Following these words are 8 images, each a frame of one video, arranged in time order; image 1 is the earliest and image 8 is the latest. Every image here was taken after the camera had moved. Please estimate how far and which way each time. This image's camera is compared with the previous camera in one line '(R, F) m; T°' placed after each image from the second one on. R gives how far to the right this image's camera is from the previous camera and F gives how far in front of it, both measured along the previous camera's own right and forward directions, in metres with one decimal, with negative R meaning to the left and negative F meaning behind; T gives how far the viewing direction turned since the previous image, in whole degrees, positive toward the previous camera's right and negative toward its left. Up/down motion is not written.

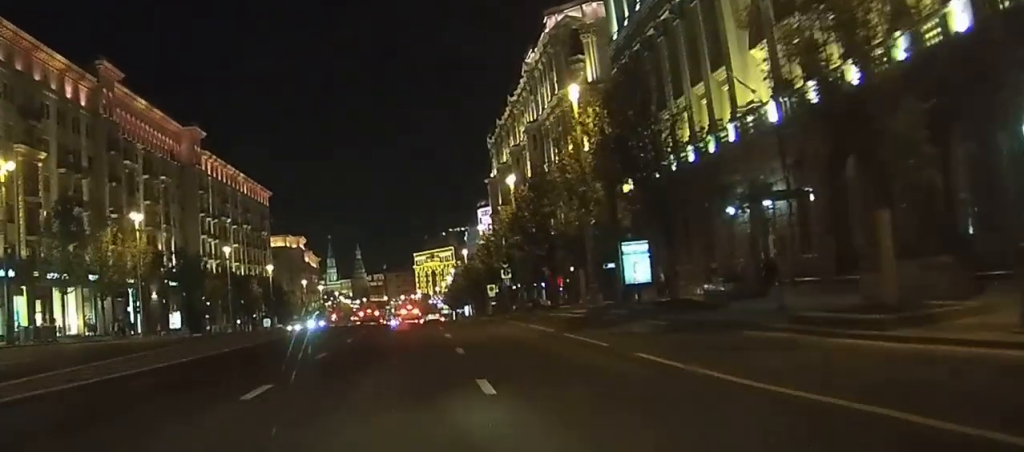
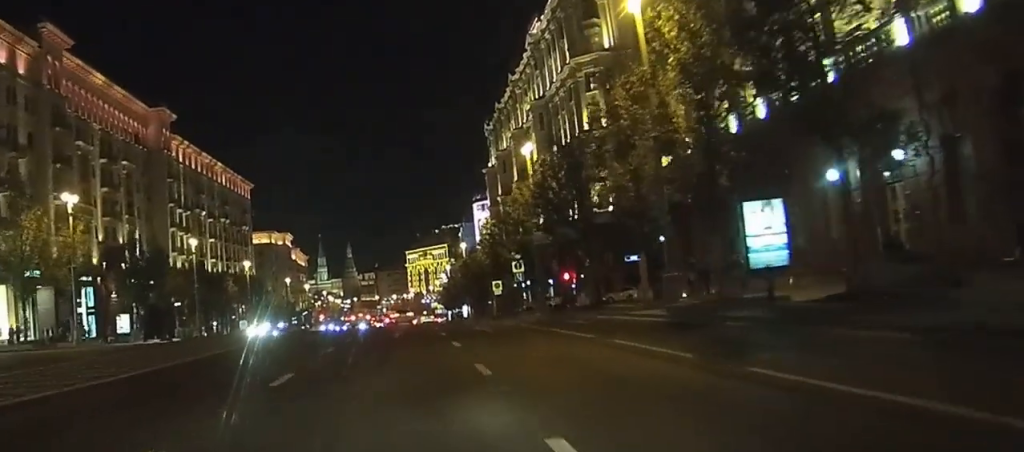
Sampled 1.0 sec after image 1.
(+0.1, +14.2) m; +1°
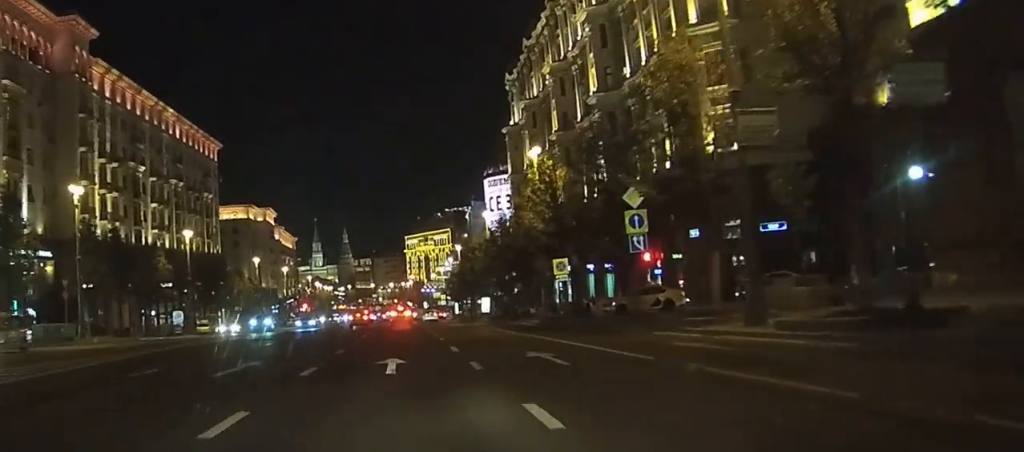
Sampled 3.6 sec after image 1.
(0.0, +34.7) m; -1°
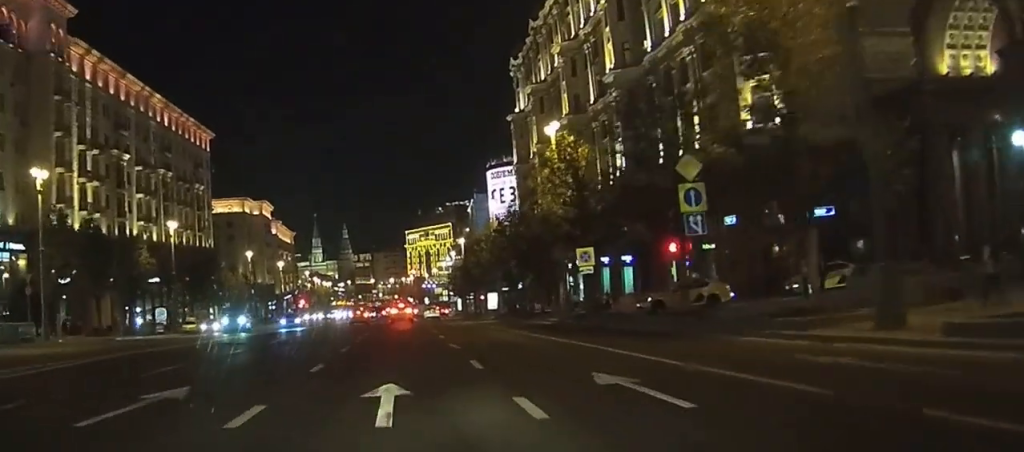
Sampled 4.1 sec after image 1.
(0.0, +6.3) m; -1°
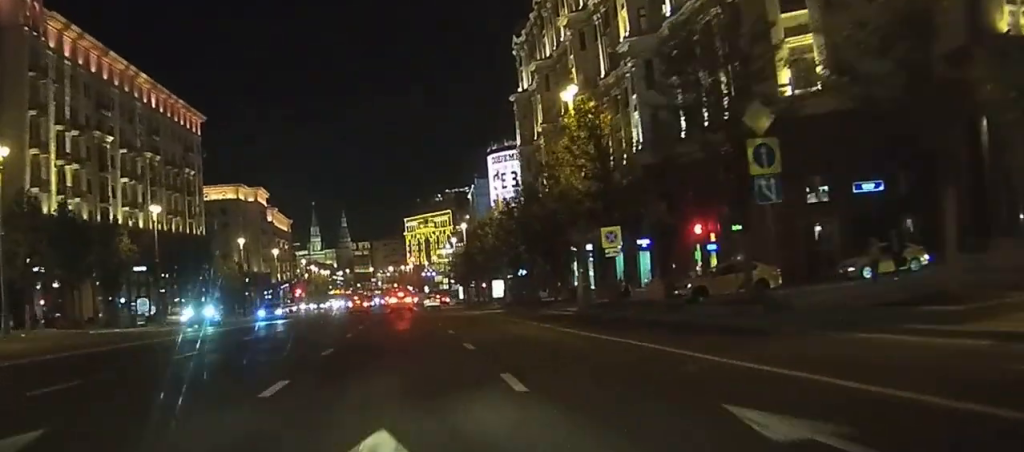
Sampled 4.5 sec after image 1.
(0.0, +5.4) m; 0°
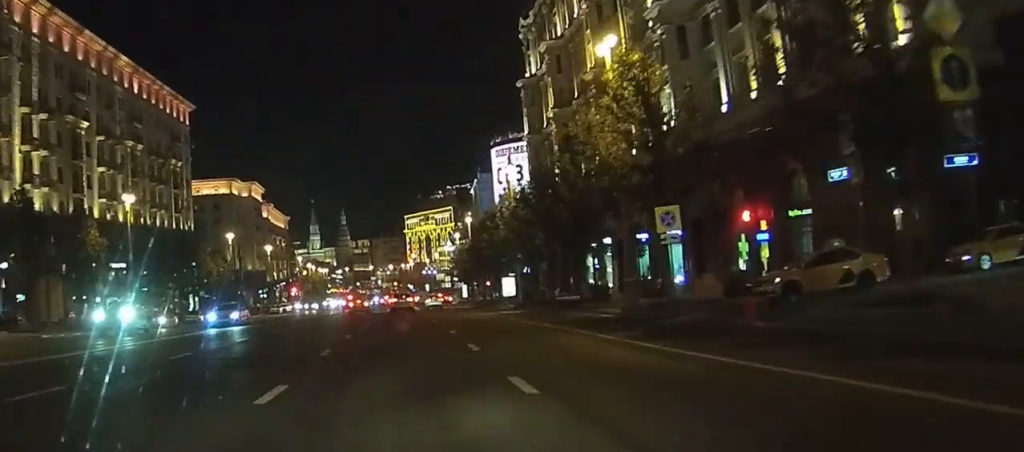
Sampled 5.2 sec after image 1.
(-0.3, +7.6) m; +1°
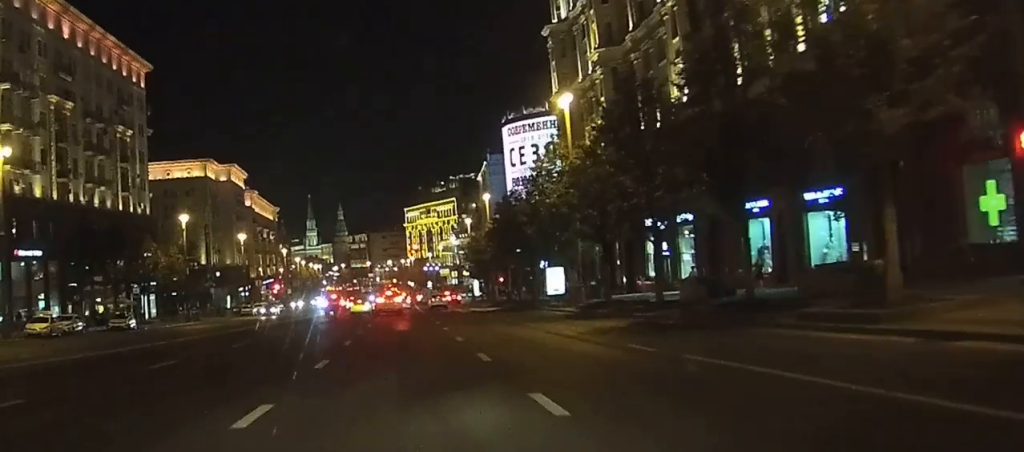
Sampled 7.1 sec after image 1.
(+0.9, +27.8) m; +2°
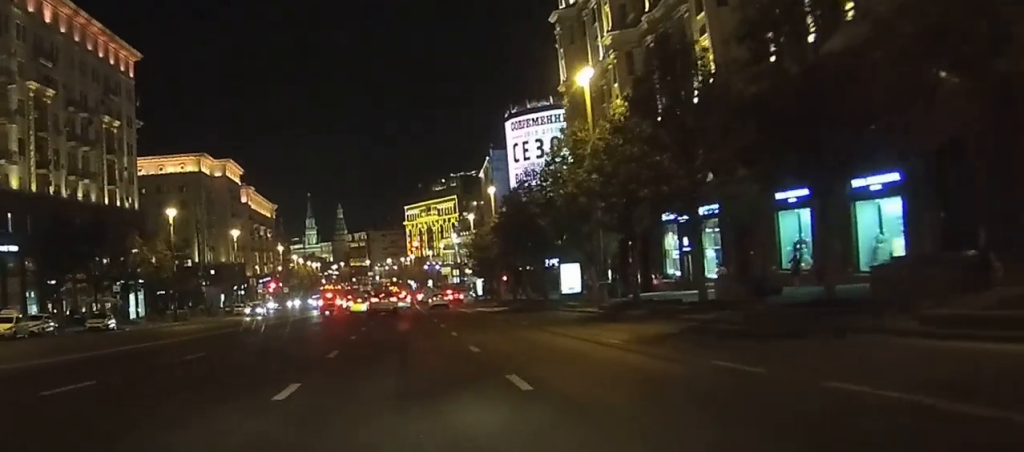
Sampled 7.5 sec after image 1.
(0.0, +5.9) m; 0°
